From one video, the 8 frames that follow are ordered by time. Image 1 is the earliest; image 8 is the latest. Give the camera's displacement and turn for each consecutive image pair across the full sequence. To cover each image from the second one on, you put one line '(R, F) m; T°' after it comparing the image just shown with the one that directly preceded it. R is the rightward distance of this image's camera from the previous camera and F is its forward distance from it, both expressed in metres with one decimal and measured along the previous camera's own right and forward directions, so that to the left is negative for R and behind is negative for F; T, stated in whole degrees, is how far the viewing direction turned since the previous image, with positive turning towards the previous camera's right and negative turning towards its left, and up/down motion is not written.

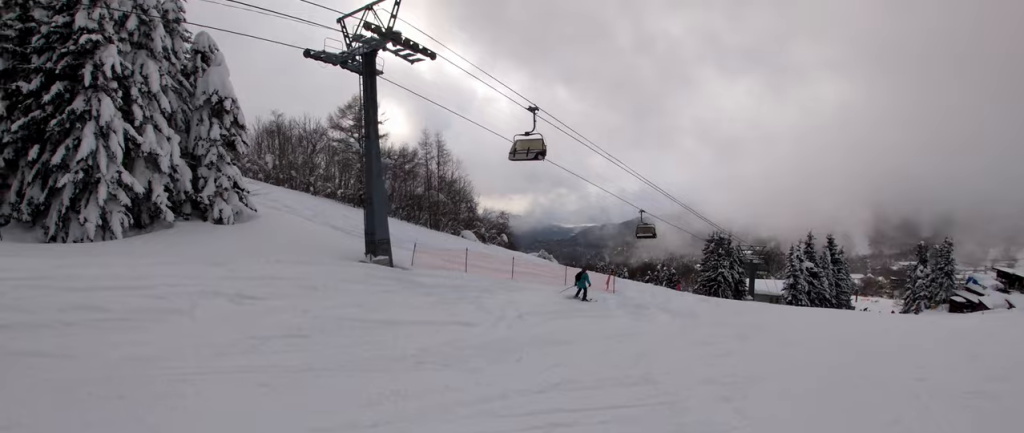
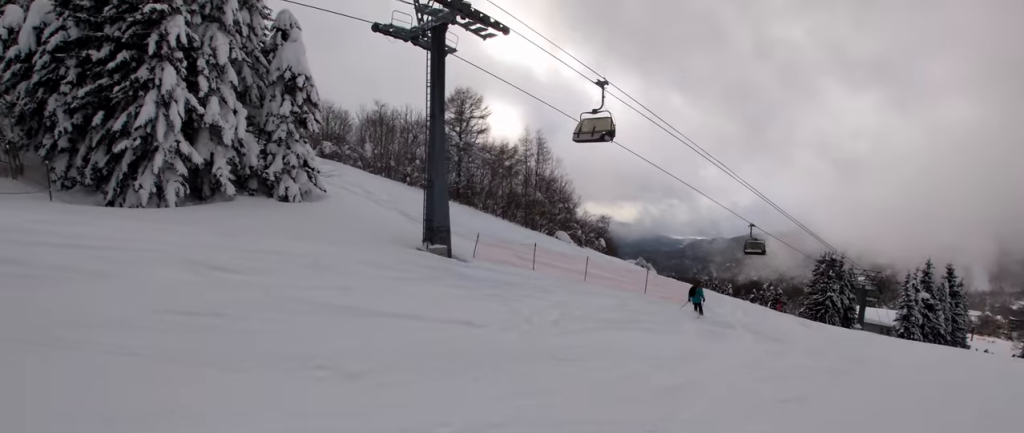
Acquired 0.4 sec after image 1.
(0.0, +2.9) m; -1°
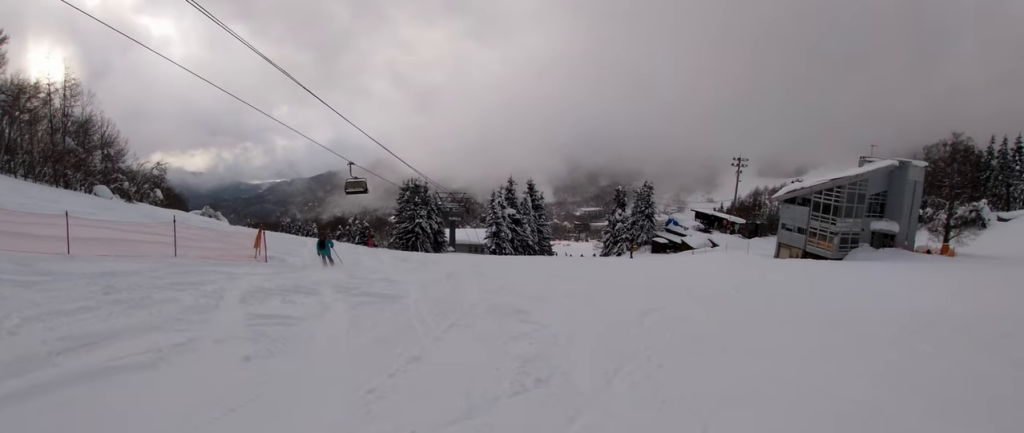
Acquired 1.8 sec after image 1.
(-0.1, +9.5) m; -4°
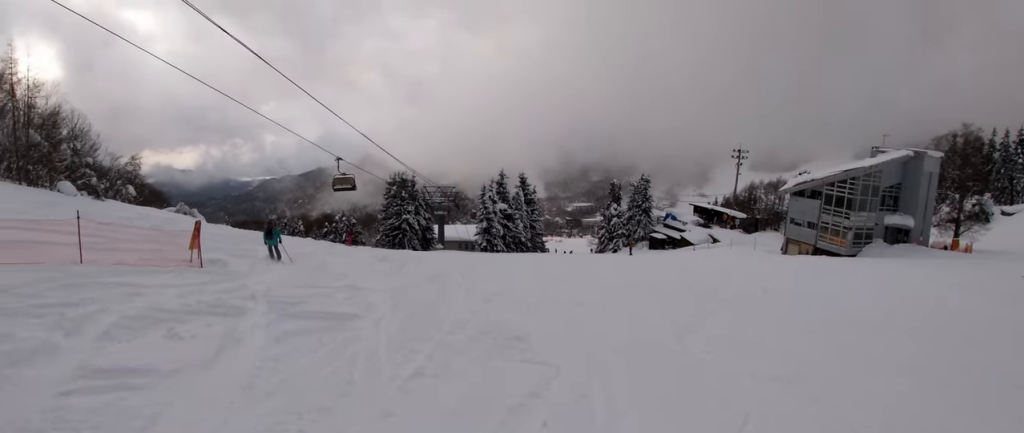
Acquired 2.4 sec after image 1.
(-0.1, +4.2) m; -3°
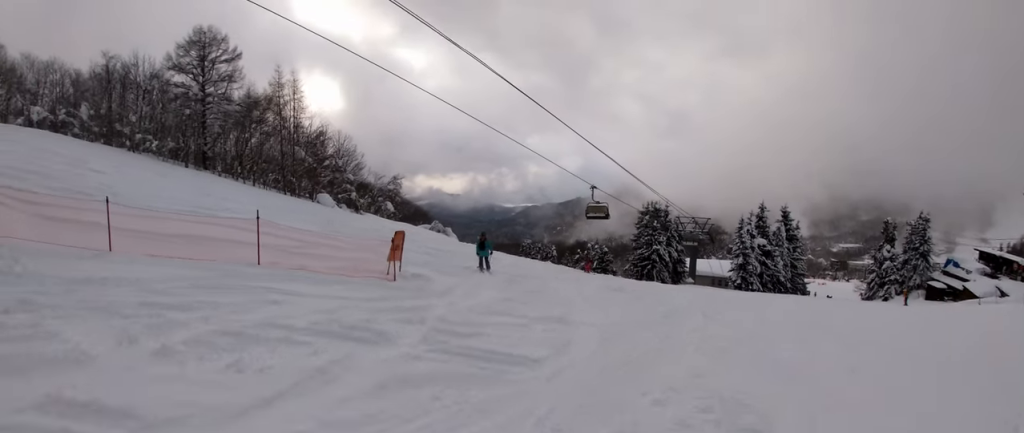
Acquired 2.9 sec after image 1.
(-0.1, +3.3) m; -3°
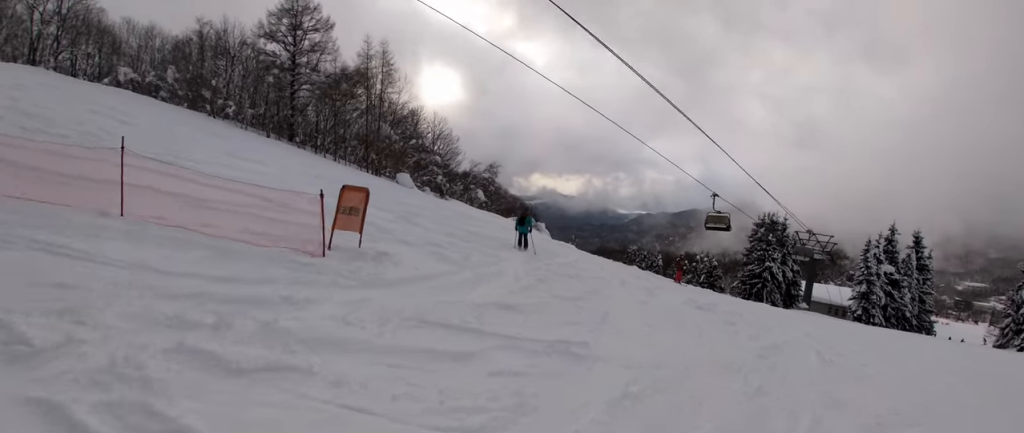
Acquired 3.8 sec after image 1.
(-0.3, +5.8) m; -10°
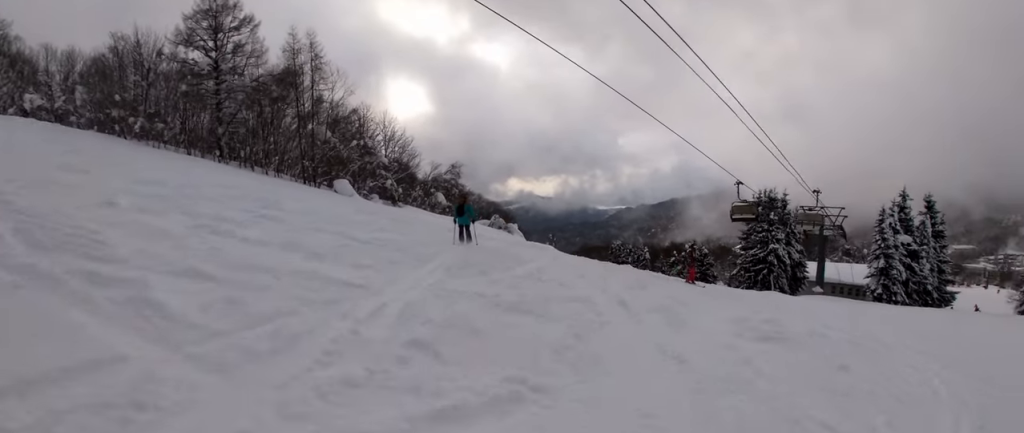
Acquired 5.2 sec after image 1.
(-1.0, +7.9) m; -3°
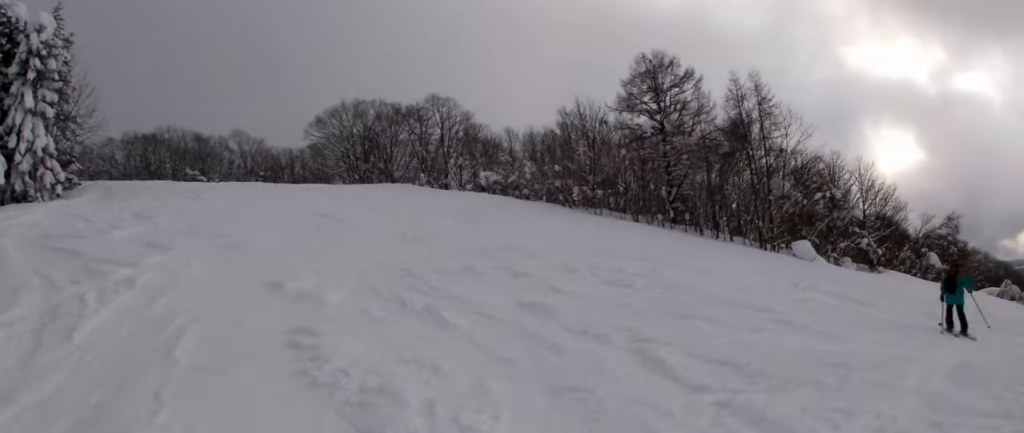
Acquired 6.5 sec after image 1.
(+0.3, +6.7) m; -6°
